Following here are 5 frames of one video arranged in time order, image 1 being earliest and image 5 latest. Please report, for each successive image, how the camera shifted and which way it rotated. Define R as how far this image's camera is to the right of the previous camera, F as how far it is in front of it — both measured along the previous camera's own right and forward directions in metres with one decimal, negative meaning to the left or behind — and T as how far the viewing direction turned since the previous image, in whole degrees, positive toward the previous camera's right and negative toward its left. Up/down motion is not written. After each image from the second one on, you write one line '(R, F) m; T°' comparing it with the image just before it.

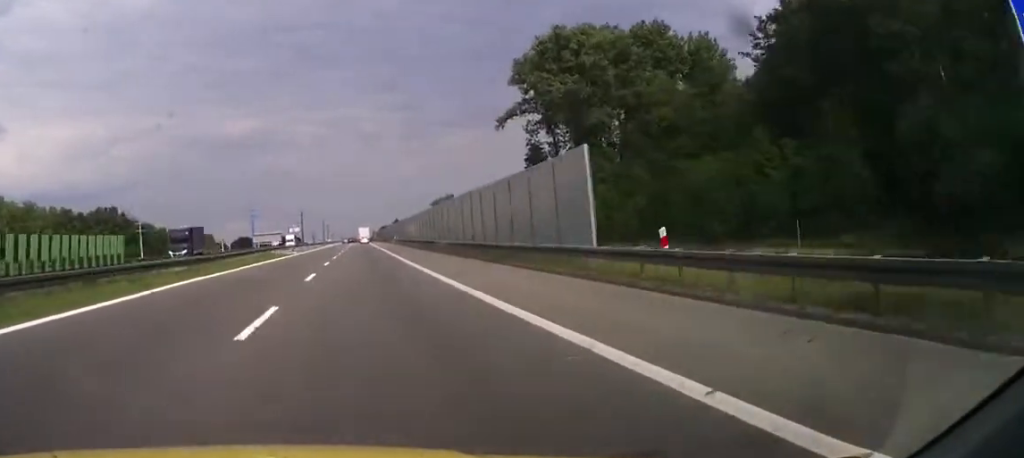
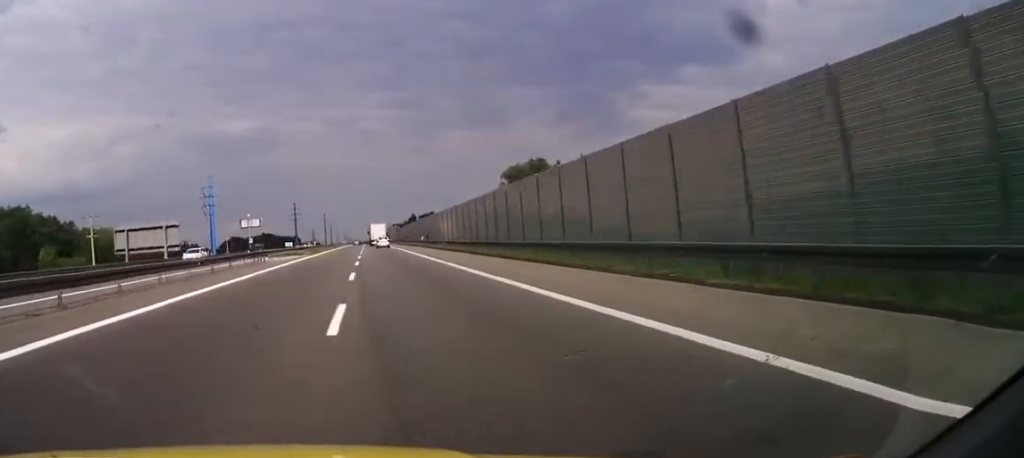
(+5.8, +118.9) m; +8°
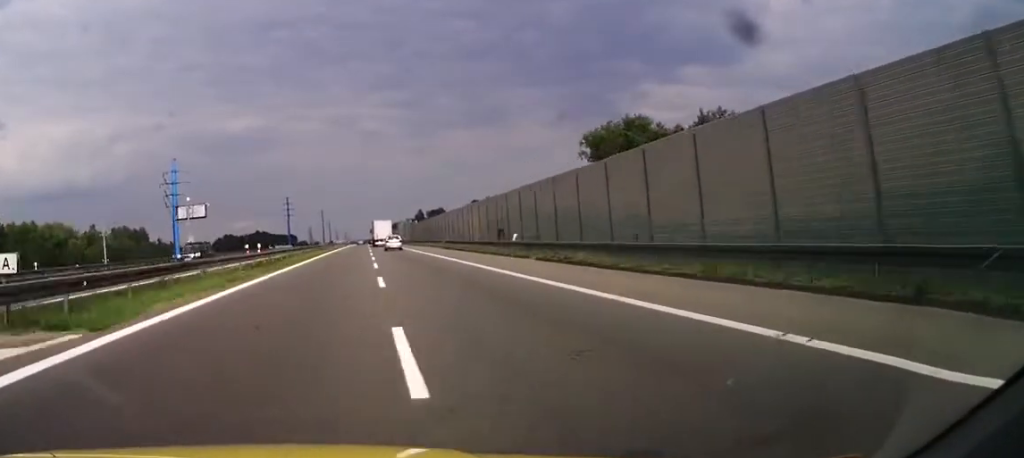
(0.0, +51.7) m; 0°
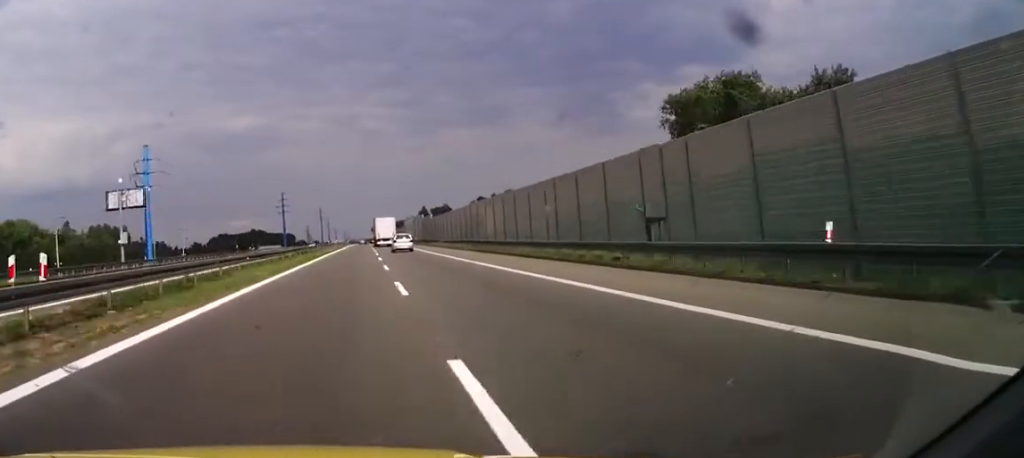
(0.0, +26.3) m; 0°
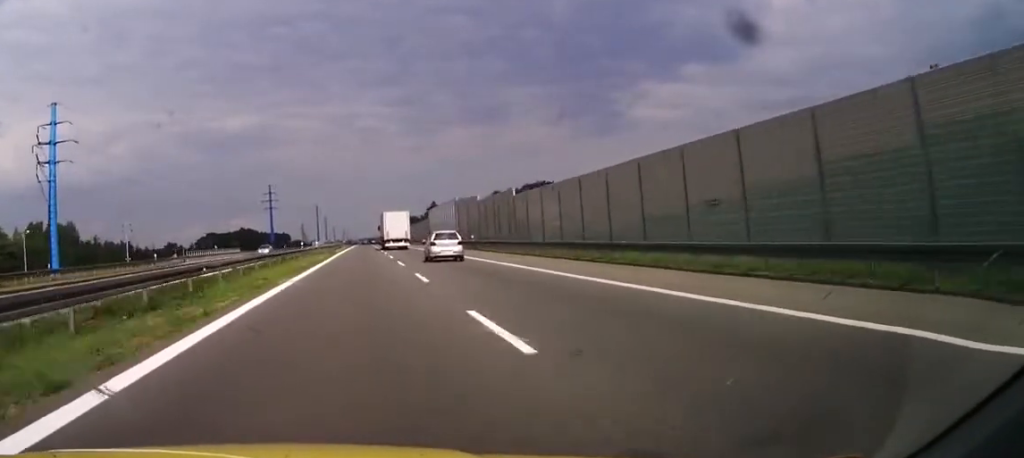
(0.0, +54.9) m; 0°
